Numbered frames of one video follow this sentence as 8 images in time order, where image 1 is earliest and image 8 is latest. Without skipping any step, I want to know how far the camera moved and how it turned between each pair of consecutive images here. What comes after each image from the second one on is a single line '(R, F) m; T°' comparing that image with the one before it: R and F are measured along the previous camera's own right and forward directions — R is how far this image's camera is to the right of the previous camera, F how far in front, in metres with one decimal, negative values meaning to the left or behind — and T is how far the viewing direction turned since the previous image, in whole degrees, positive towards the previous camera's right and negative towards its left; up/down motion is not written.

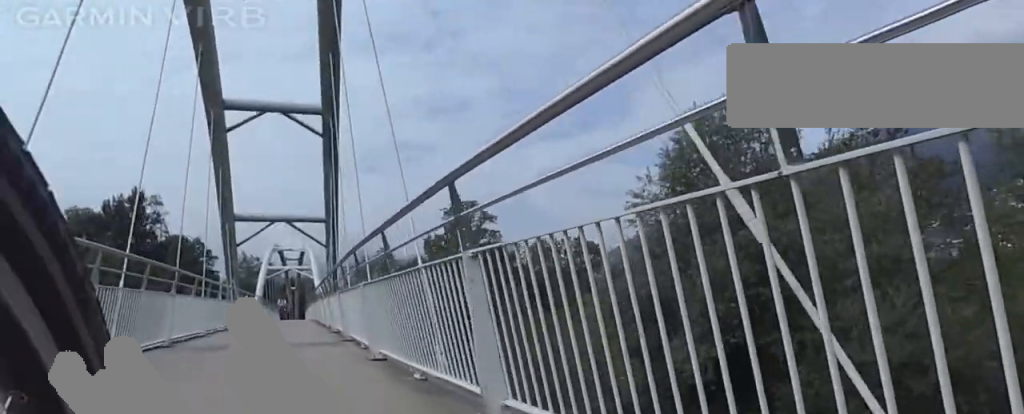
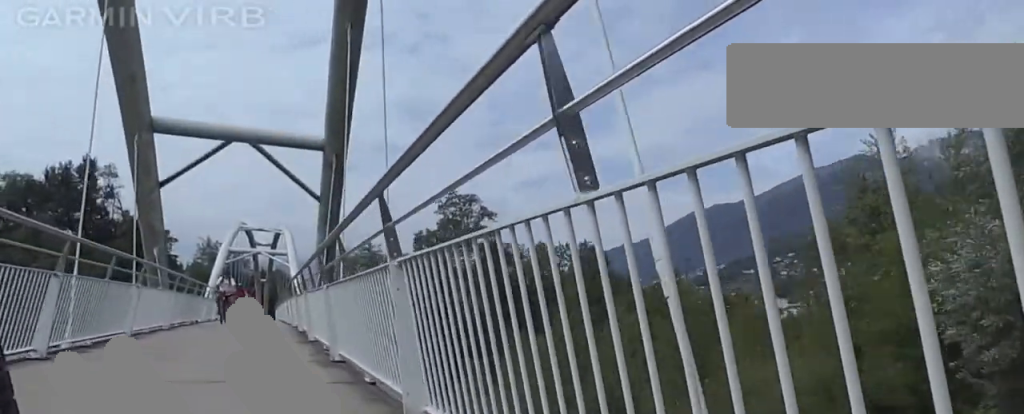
(0.0, +8.9) m; 0°
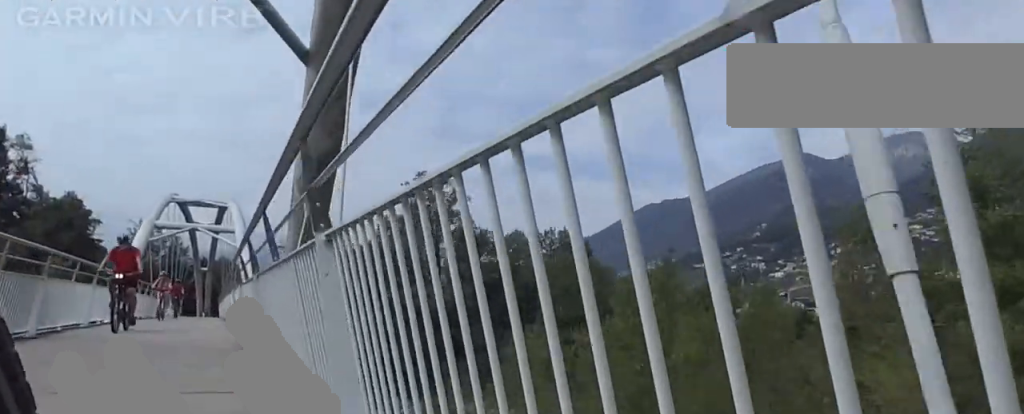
(0.0, +6.6) m; 0°
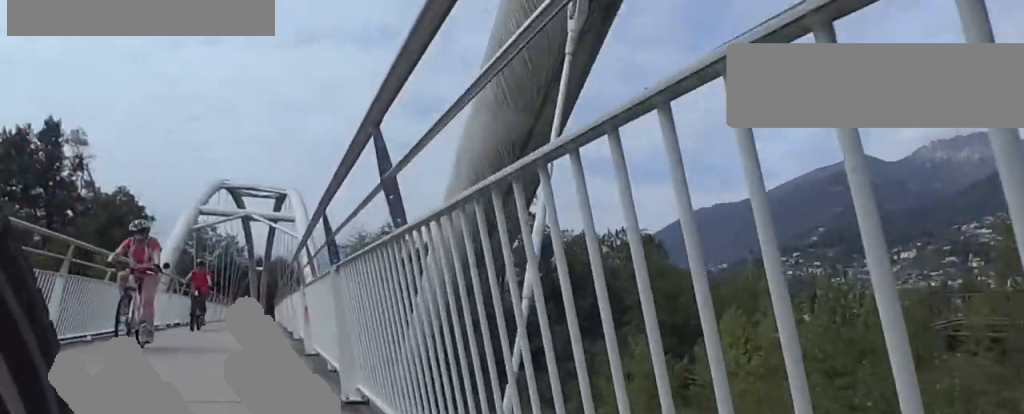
(0.0, +4.8) m; 0°
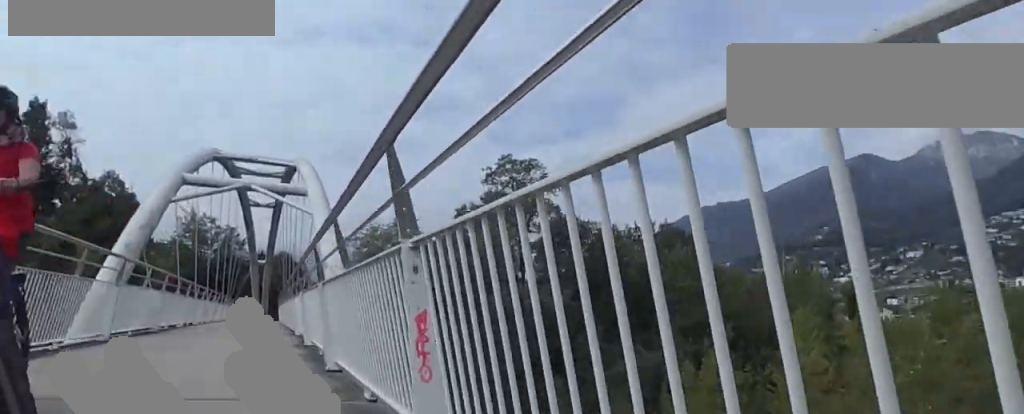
(0.0, +4.4) m; 0°
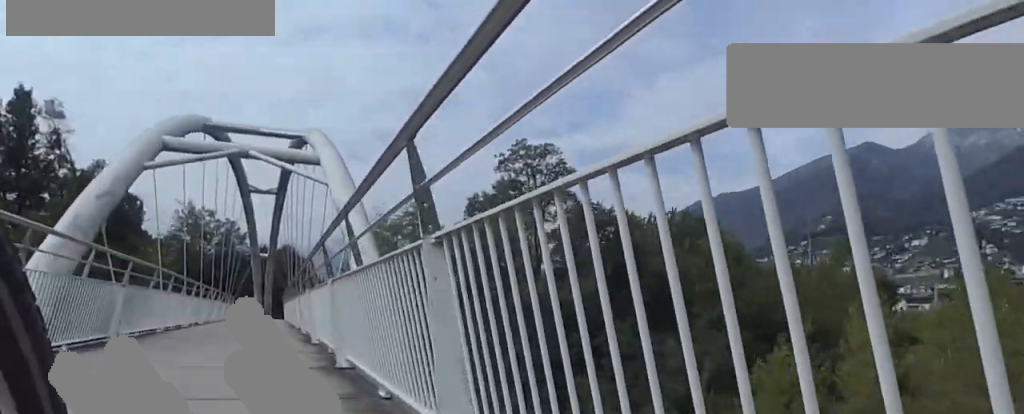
(0.0, +3.1) m; 0°
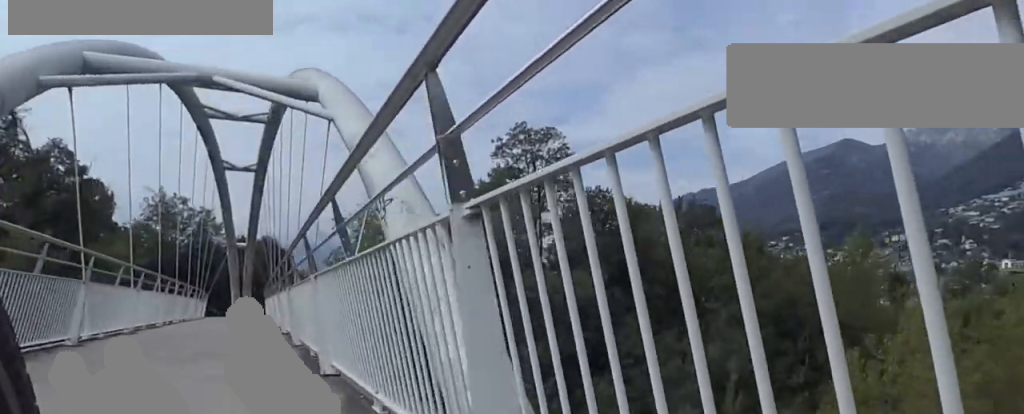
(0.0, +3.9) m; -2°
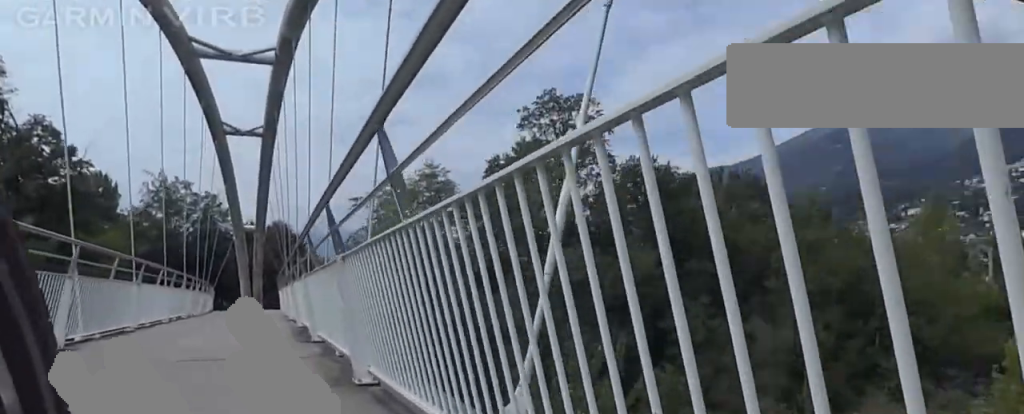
(-0.2, +5.5) m; -7°
